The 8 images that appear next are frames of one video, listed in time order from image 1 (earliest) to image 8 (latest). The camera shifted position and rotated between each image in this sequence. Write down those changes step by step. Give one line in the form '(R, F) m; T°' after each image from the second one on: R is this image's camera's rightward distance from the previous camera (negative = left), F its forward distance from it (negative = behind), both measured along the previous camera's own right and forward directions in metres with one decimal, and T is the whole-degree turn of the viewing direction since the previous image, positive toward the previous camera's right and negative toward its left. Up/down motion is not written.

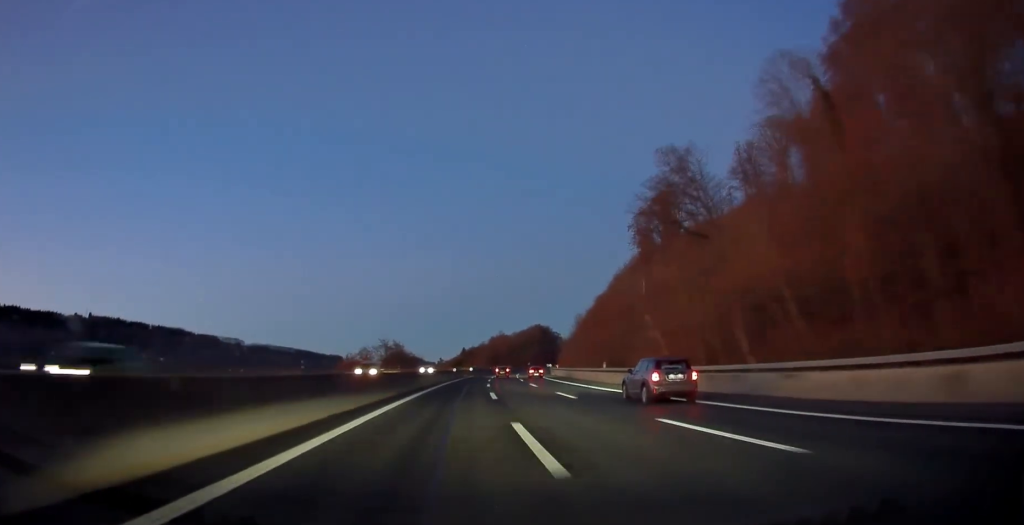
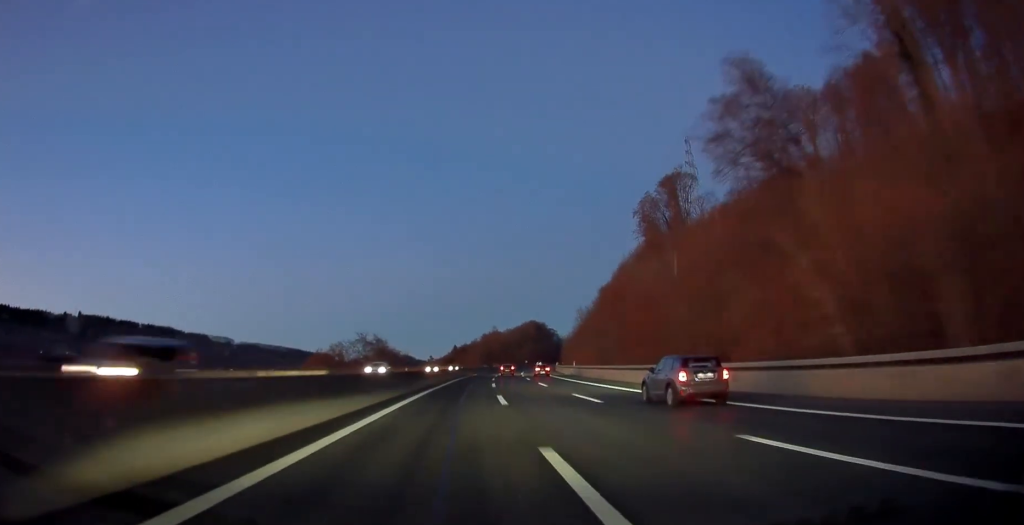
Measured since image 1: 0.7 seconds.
(+0.2, +21.5) m; +1°
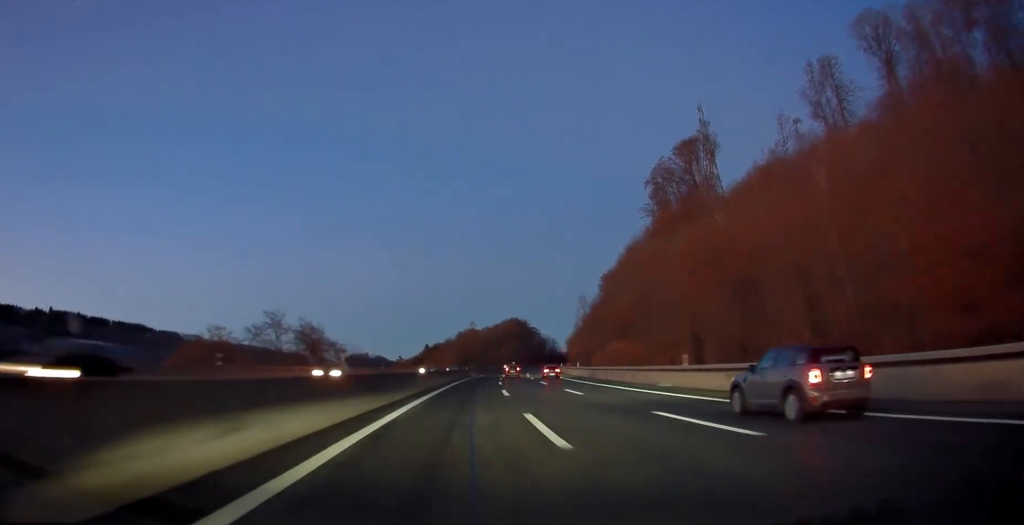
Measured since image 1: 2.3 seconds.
(+0.8, +48.0) m; +2°
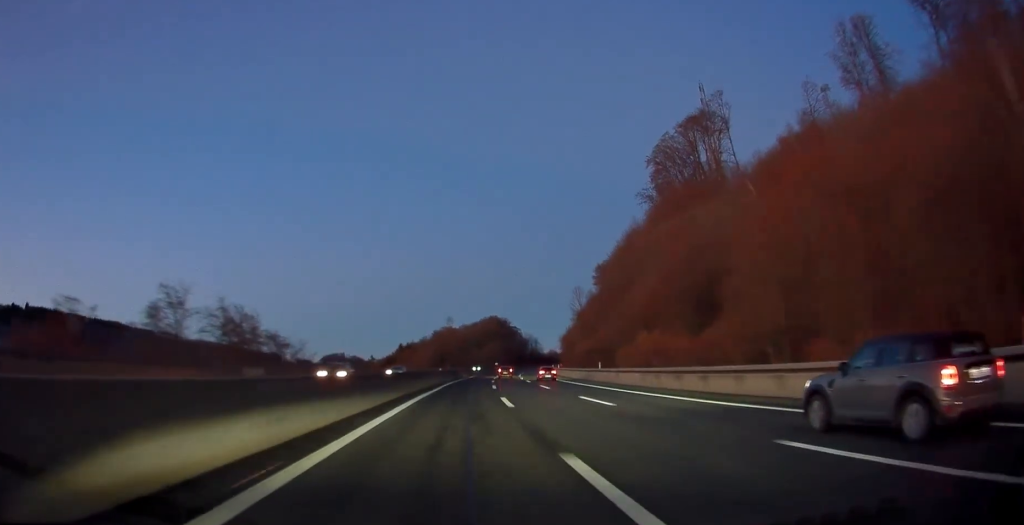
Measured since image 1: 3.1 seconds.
(+0.3, +24.6) m; +1°
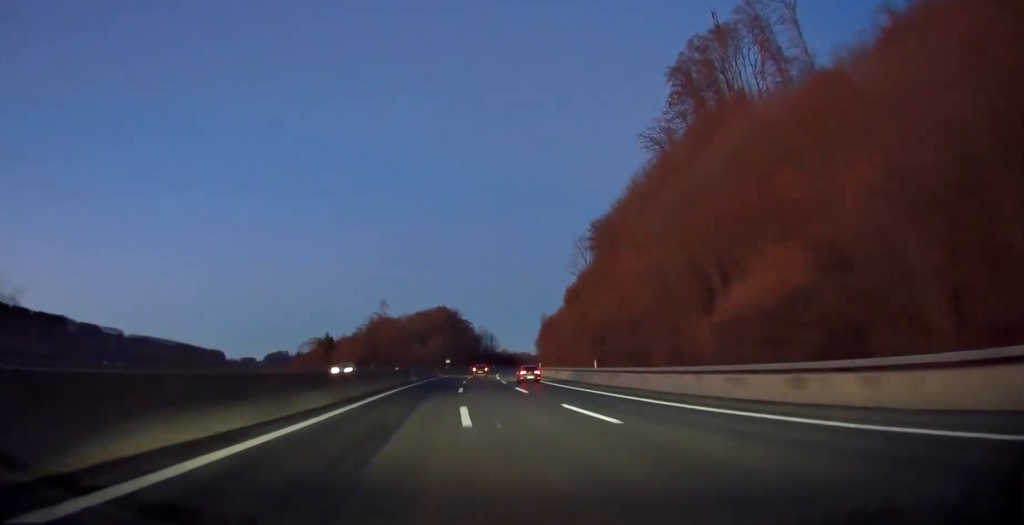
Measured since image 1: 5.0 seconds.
(+2.4, +60.7) m; +5°
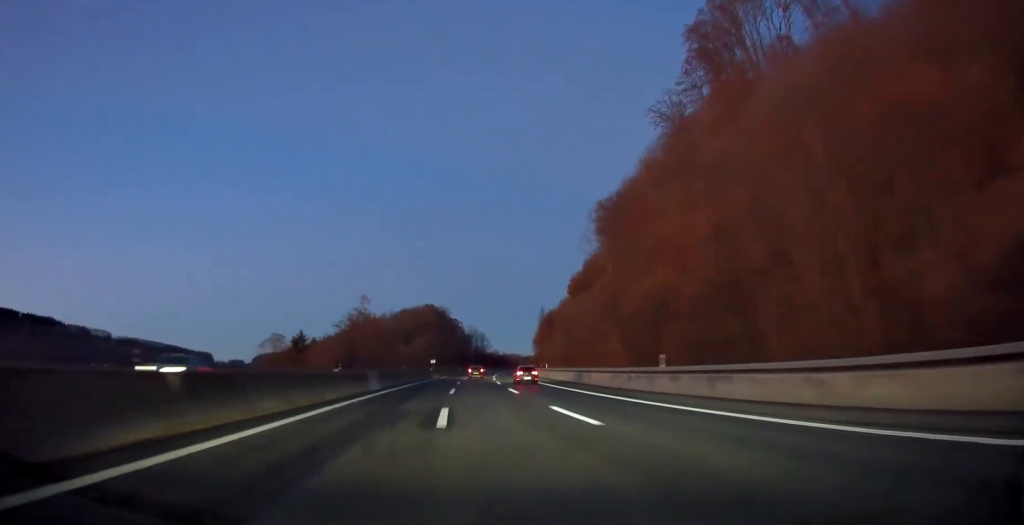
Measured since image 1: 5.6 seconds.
(+0.2, +18.7) m; +1°
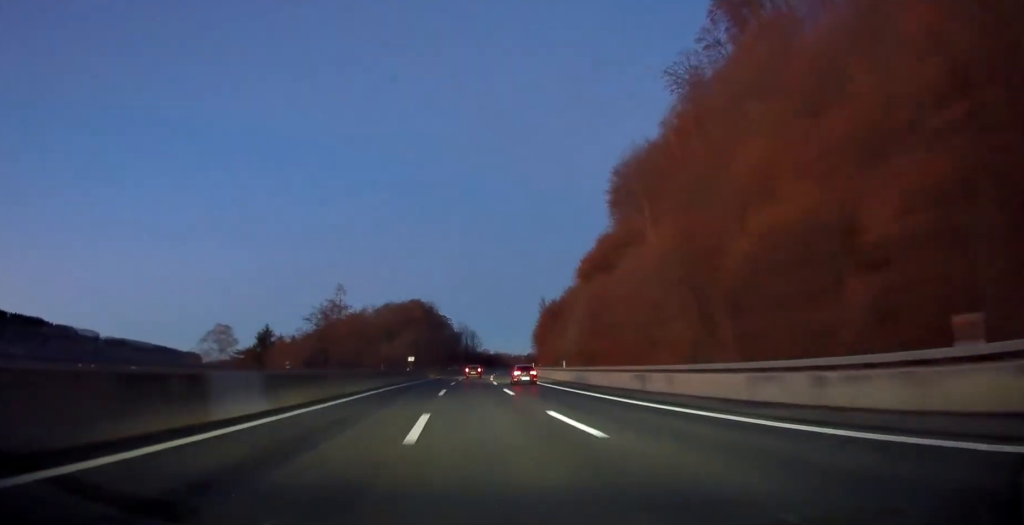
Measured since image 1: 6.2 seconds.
(+0.2, +18.8) m; +1°
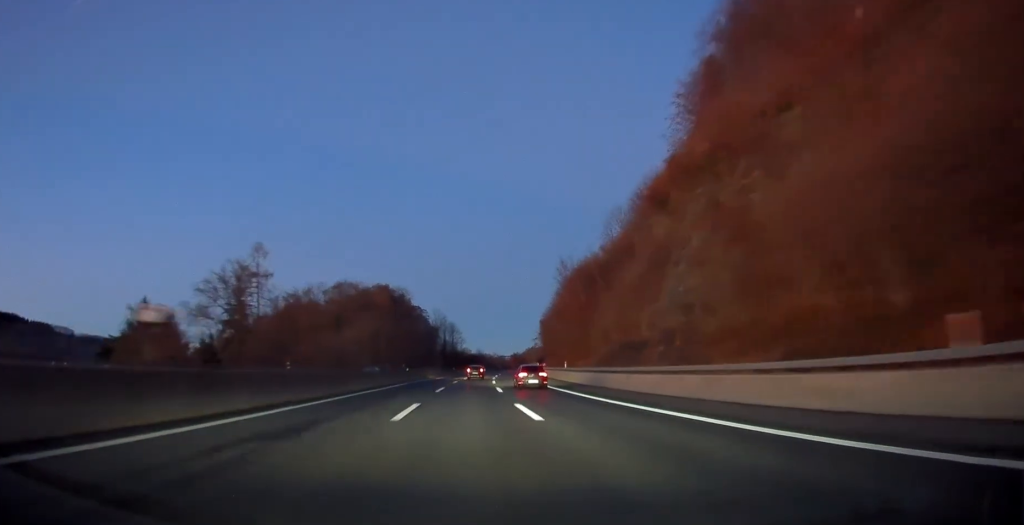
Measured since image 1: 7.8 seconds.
(+1.1, +50.4) m; +3°
